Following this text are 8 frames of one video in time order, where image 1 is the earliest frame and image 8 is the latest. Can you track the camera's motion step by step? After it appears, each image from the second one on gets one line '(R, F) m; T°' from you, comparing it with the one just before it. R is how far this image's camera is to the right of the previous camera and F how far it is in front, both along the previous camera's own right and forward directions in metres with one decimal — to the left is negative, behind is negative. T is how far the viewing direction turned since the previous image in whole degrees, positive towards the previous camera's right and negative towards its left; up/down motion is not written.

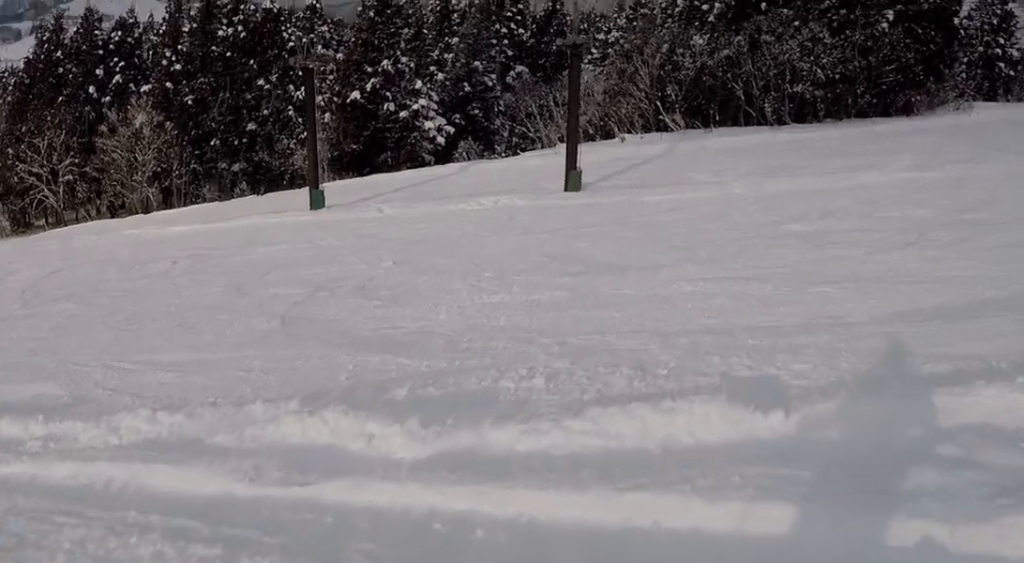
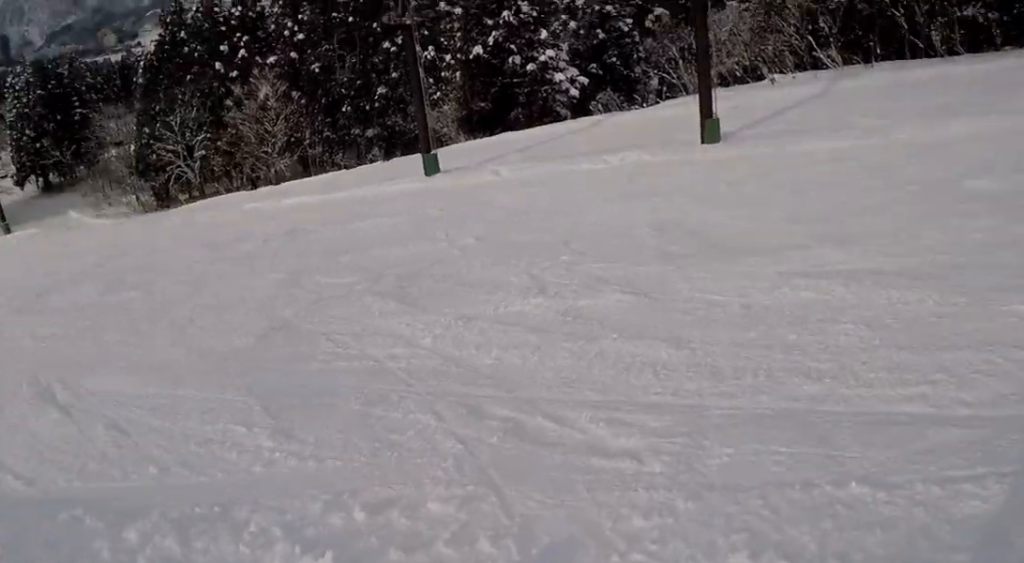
(-1.1, +4.4) m; -43°
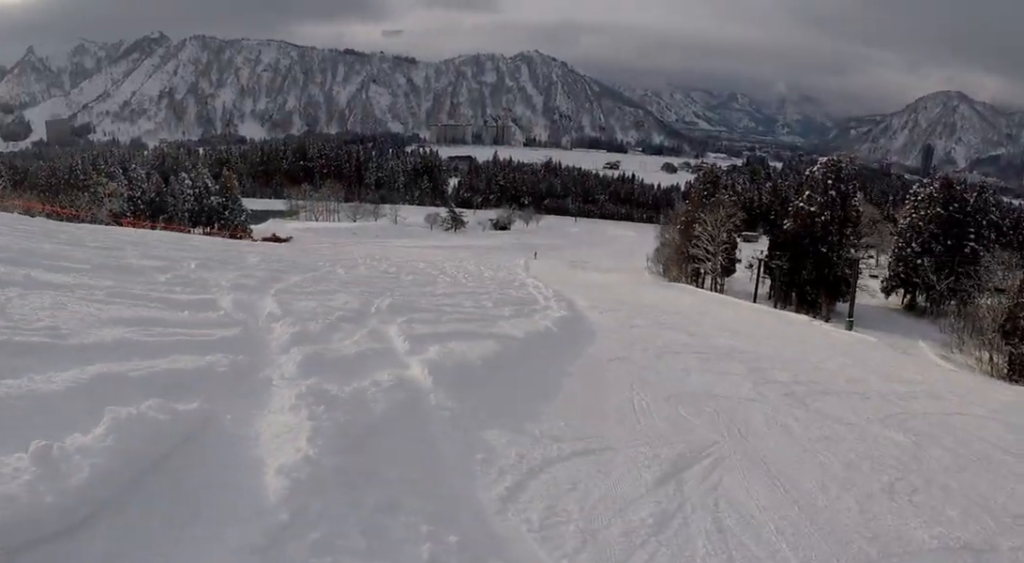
(-1.0, +1.9) m; -43°
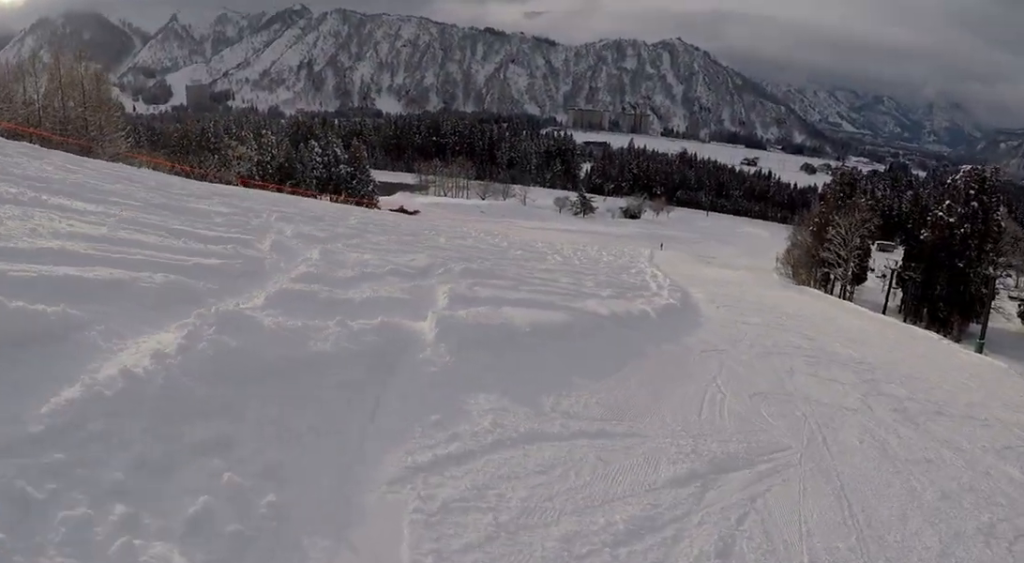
(-0.5, +1.3) m; -21°
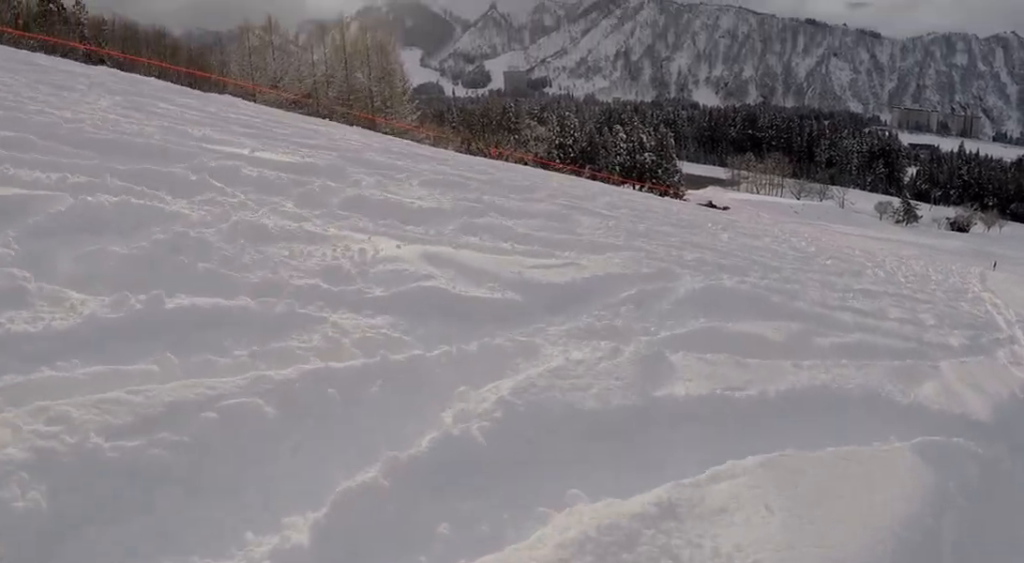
(-0.3, +7.9) m; -2°
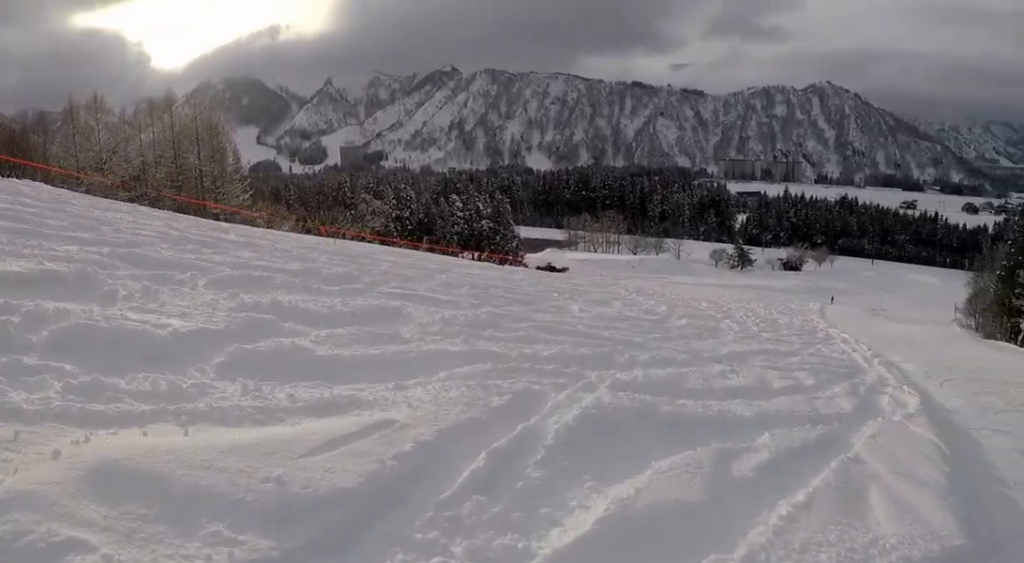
(0.0, +2.8) m; 0°
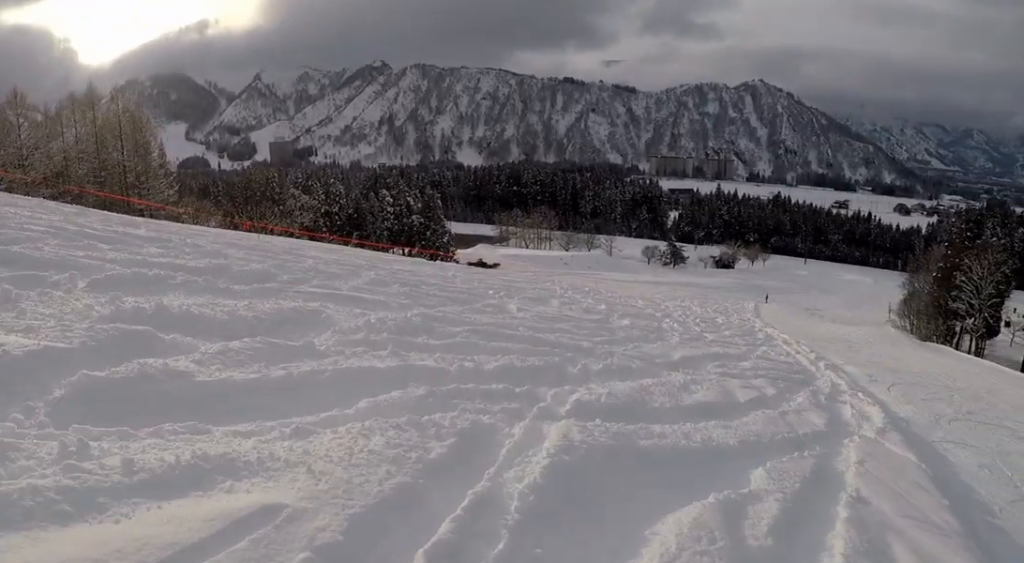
(0.0, +1.8) m; 0°
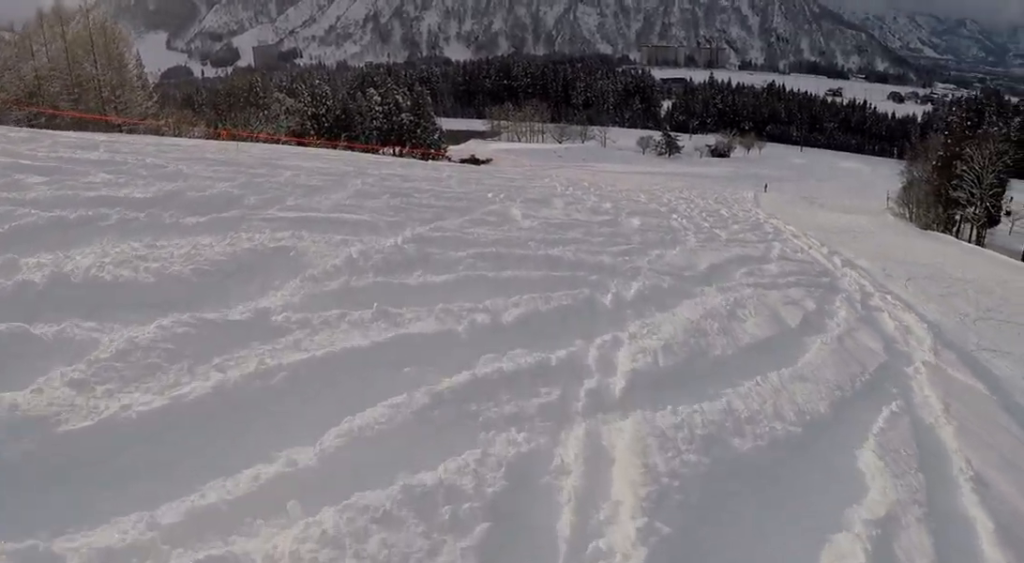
(0.0, +2.6) m; 0°
